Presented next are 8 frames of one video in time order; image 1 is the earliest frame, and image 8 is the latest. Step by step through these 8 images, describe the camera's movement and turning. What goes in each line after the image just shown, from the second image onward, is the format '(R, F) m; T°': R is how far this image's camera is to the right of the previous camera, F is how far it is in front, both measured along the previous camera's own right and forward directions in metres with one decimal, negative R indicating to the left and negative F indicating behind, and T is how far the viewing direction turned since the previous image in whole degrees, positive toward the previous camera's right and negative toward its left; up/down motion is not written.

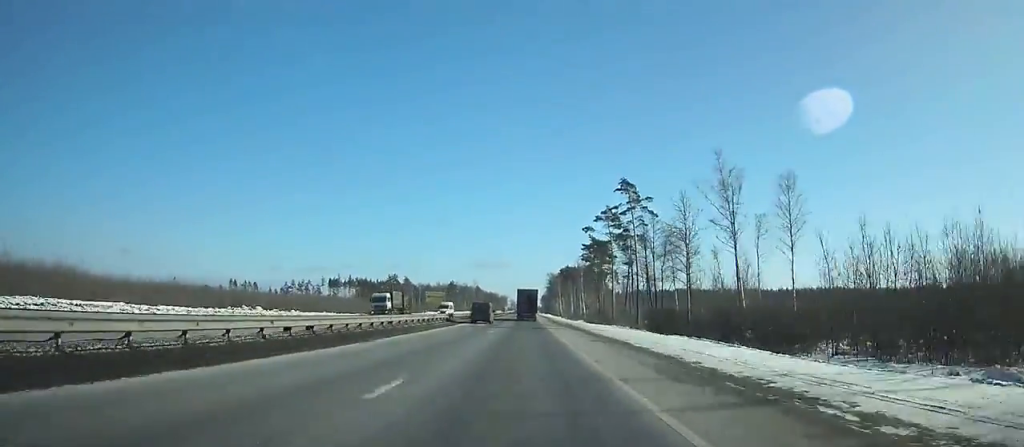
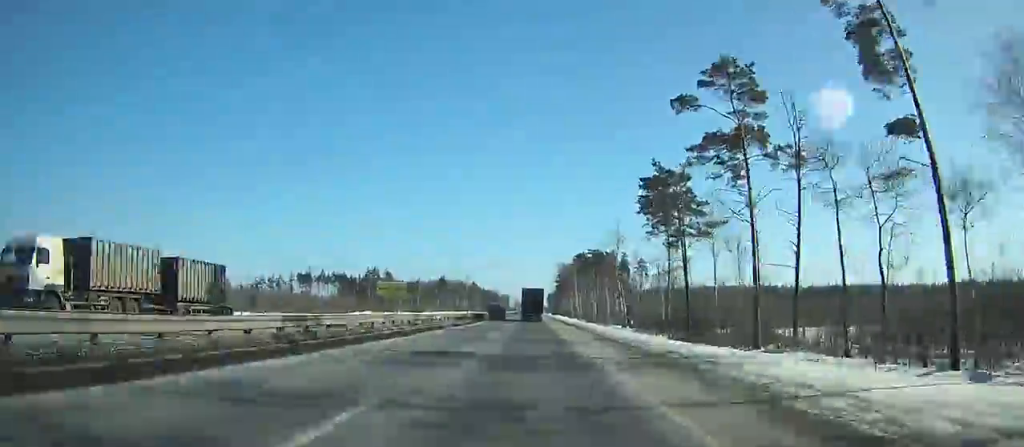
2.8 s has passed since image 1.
(-0.2, +64.2) m; 0°
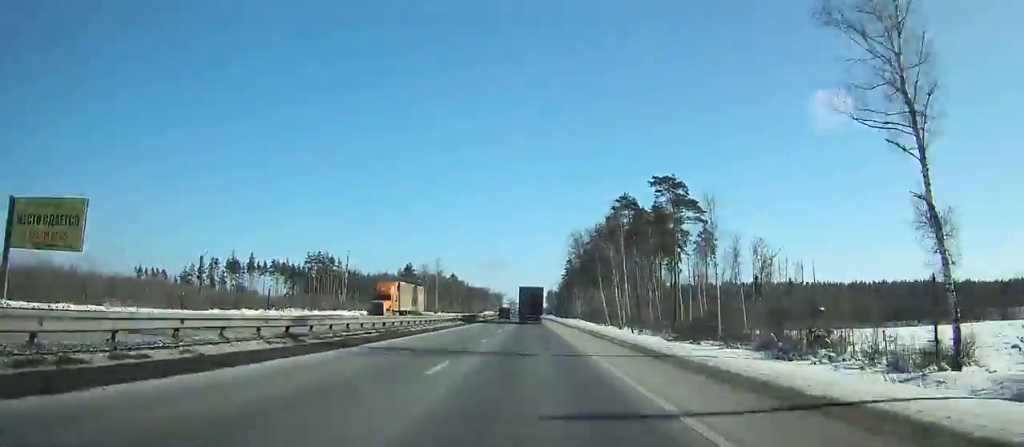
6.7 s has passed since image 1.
(+0.1, +89.4) m; 0°
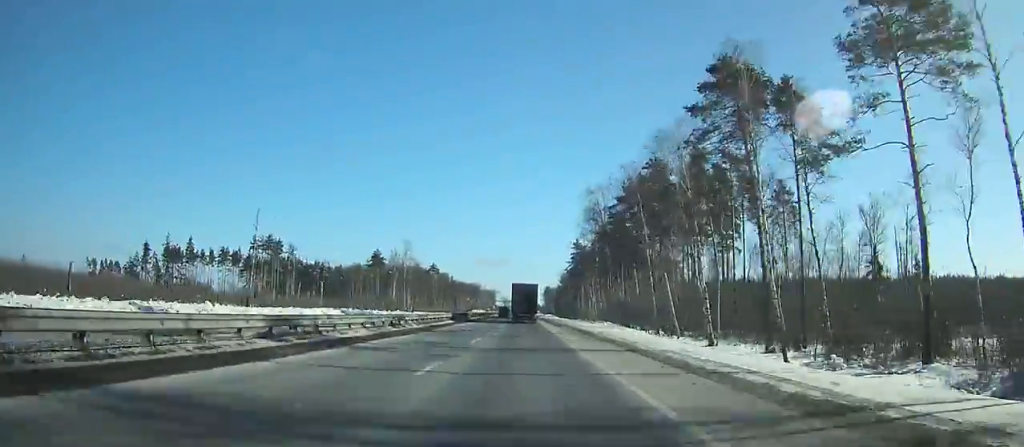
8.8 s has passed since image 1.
(+0.1, +48.1) m; 0°
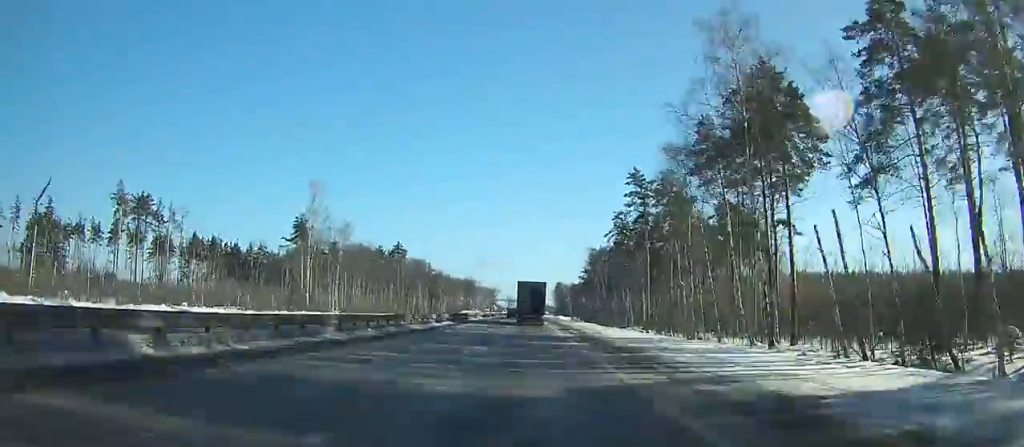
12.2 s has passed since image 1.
(+0.1, +77.2) m; 0°
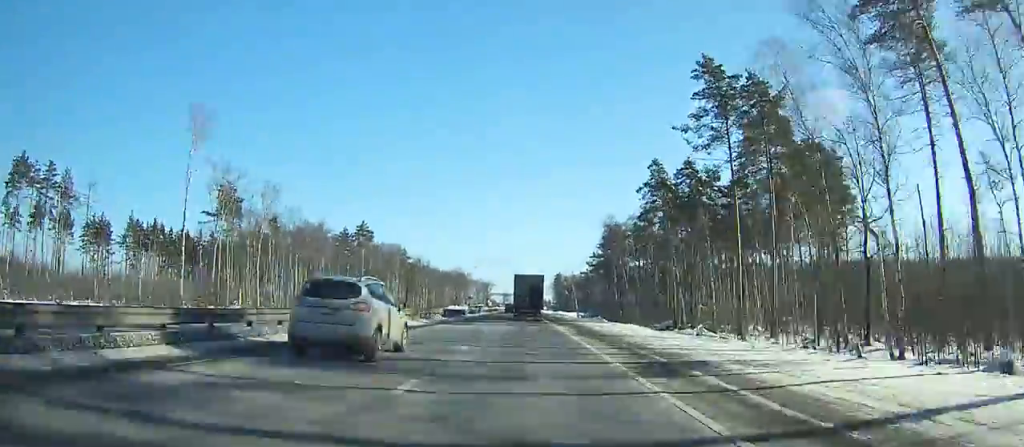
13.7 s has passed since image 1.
(0.0, +33.8) m; 0°
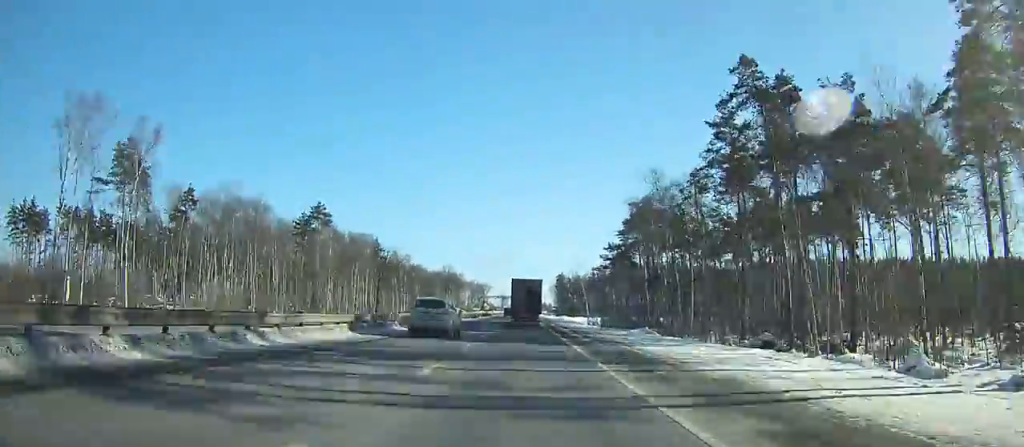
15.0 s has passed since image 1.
(+0.1, +29.0) m; 0°
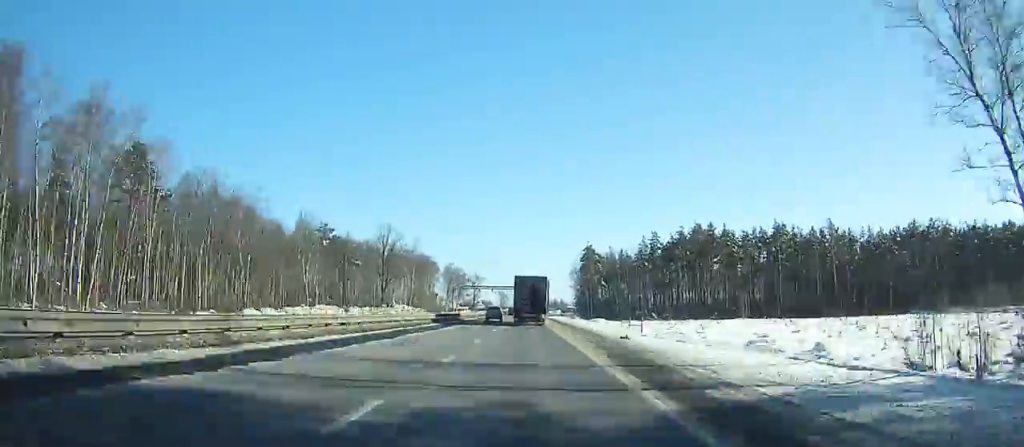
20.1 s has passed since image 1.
(-0.6, +112.0) m; 0°
